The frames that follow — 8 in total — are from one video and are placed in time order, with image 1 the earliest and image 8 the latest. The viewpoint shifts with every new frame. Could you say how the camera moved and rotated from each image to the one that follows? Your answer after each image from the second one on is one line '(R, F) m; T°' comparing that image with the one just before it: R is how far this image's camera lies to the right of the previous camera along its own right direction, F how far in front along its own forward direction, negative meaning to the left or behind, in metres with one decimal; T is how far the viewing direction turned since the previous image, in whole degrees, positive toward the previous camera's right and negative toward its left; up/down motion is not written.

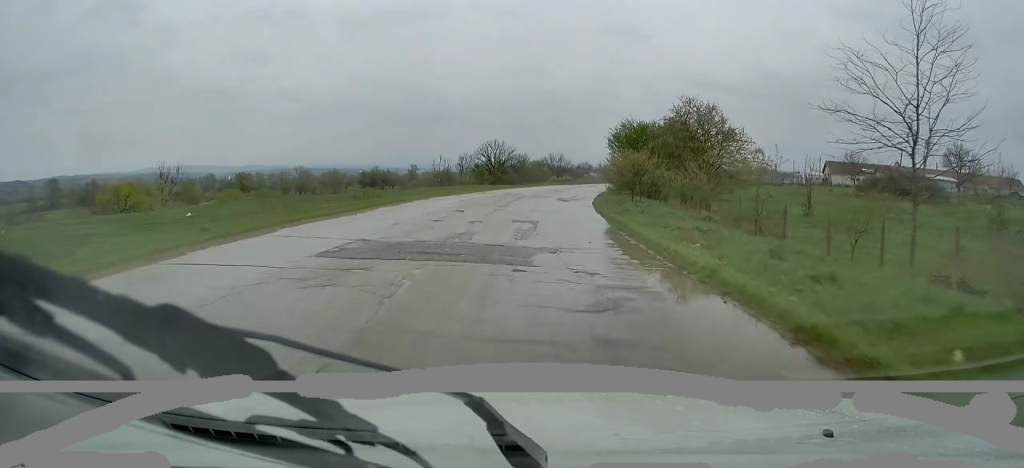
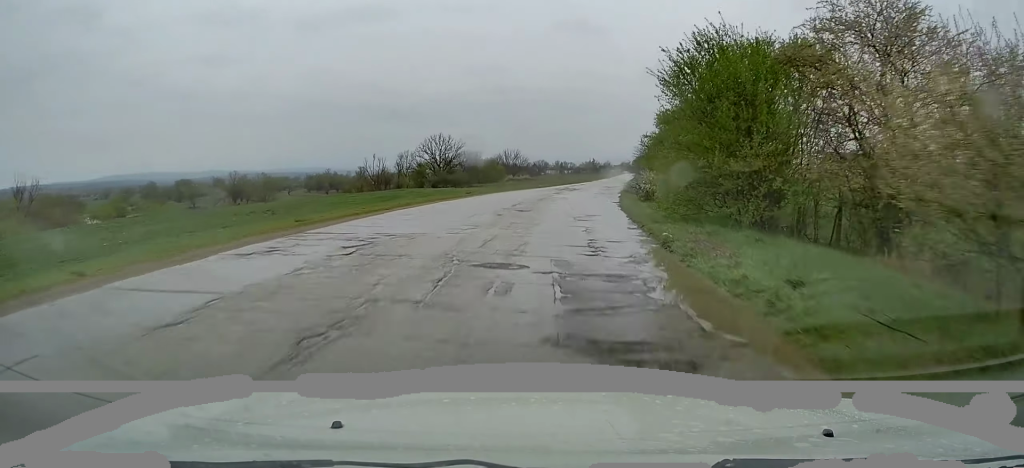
(+0.8, +26.6) m; +4°
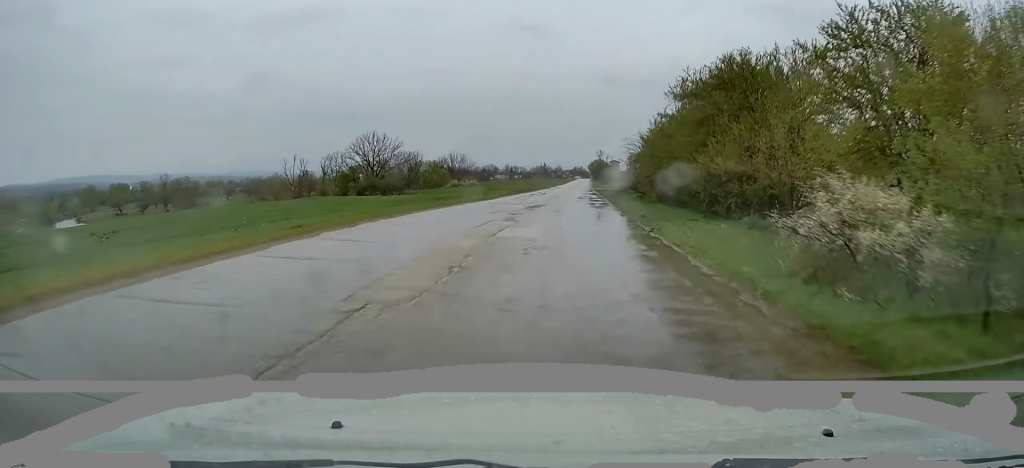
(+0.5, +19.7) m; +4°
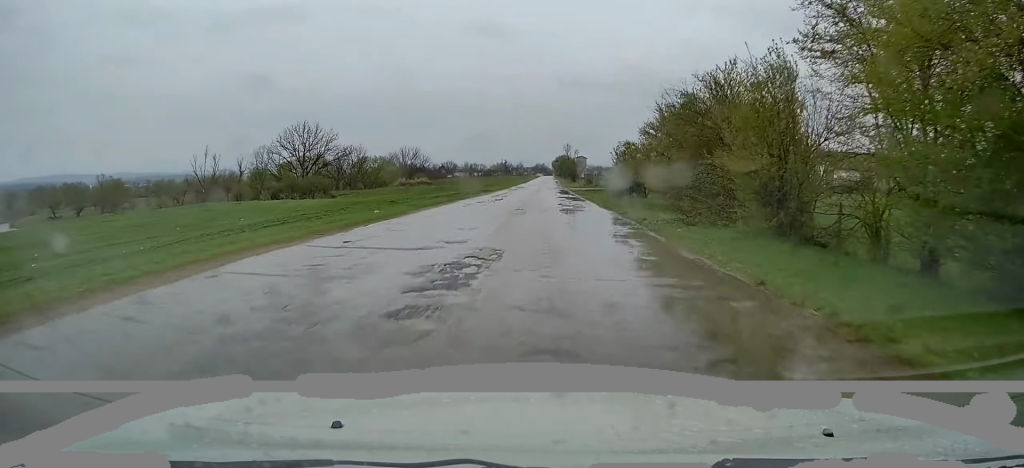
(+0.9, +20.0) m; +3°
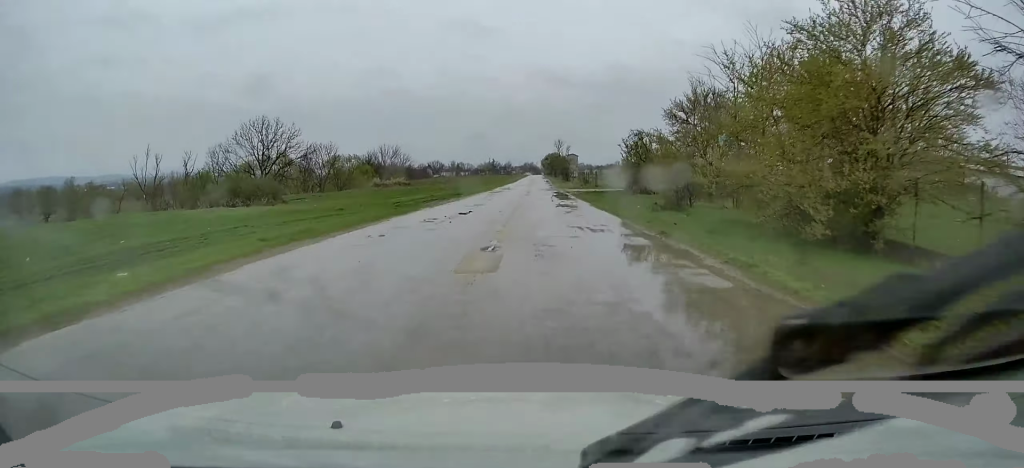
(0.0, +13.2) m; +1°
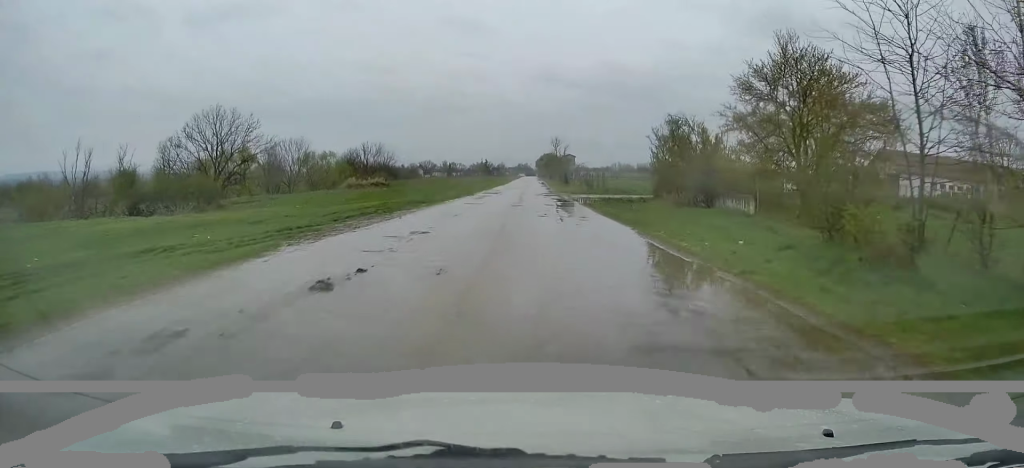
(+0.3, +13.8) m; +1°
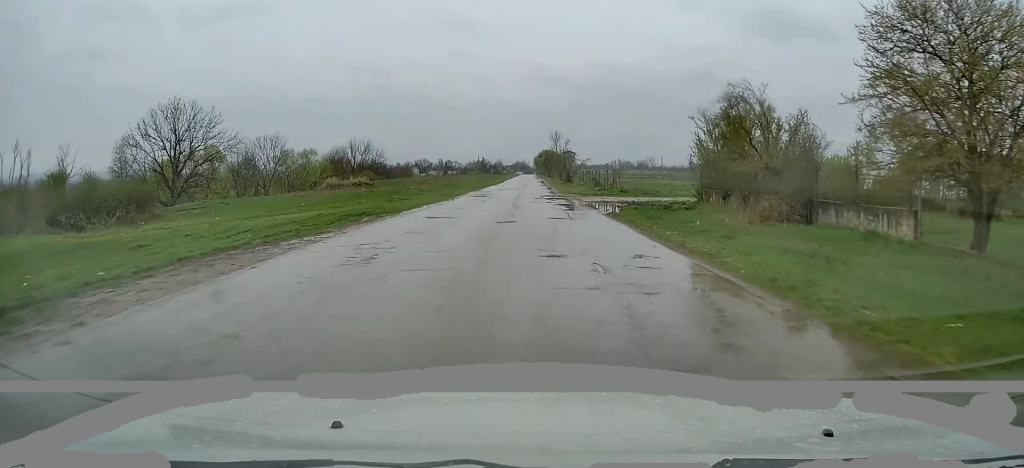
(+0.1, +10.4) m; 0°
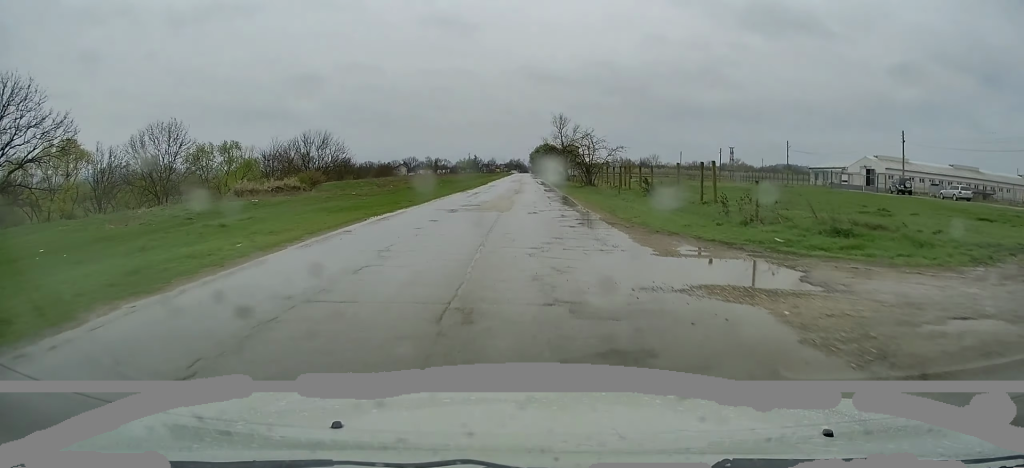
(0.0, +31.4) m; +1°
